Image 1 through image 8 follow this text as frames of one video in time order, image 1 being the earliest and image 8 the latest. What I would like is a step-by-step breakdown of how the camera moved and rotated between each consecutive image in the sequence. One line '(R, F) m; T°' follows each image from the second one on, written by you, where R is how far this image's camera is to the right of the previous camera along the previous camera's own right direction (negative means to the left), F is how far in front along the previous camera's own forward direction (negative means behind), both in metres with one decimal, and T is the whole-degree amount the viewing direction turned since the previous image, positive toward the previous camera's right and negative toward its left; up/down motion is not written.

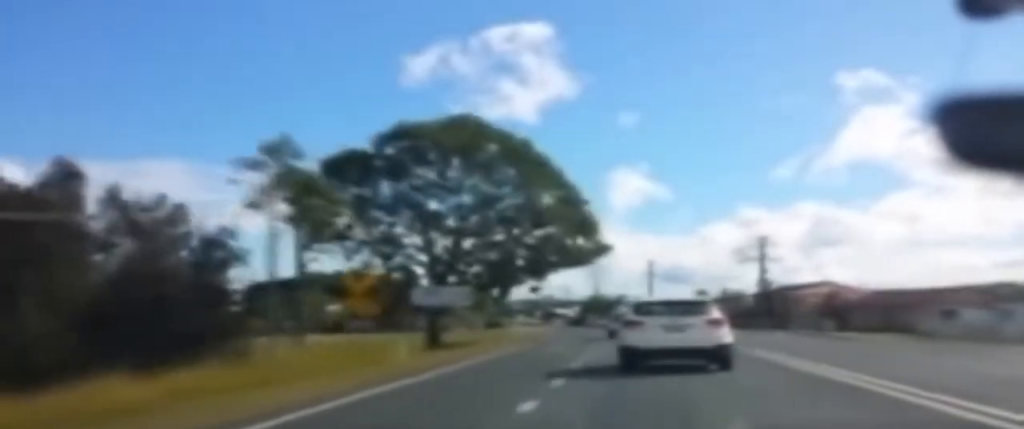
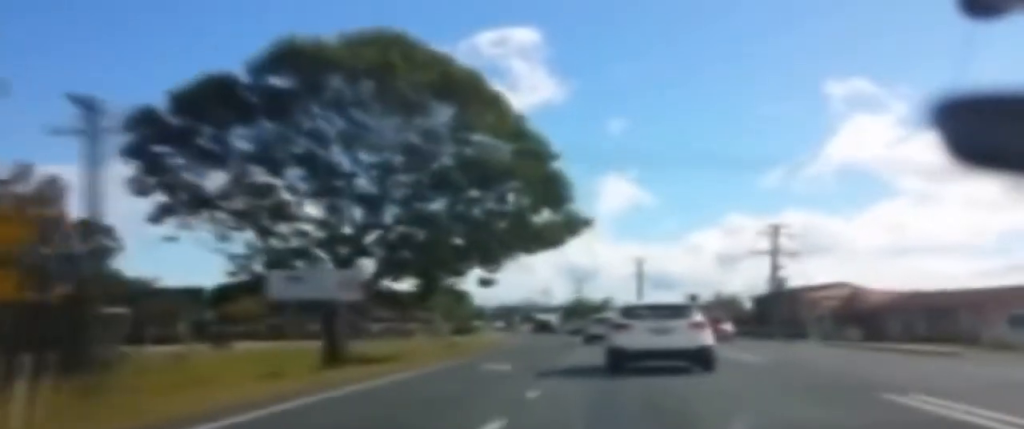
(-0.1, +14.4) m; -1°
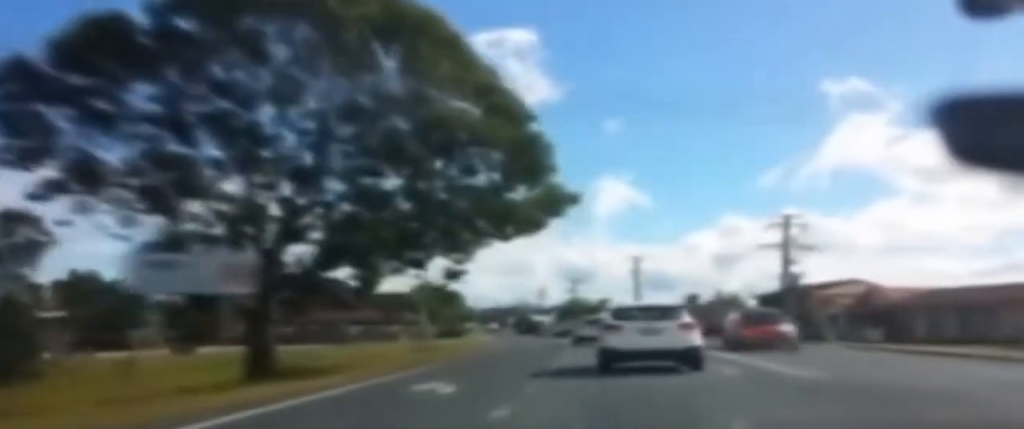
(-0.1, +6.8) m; 0°
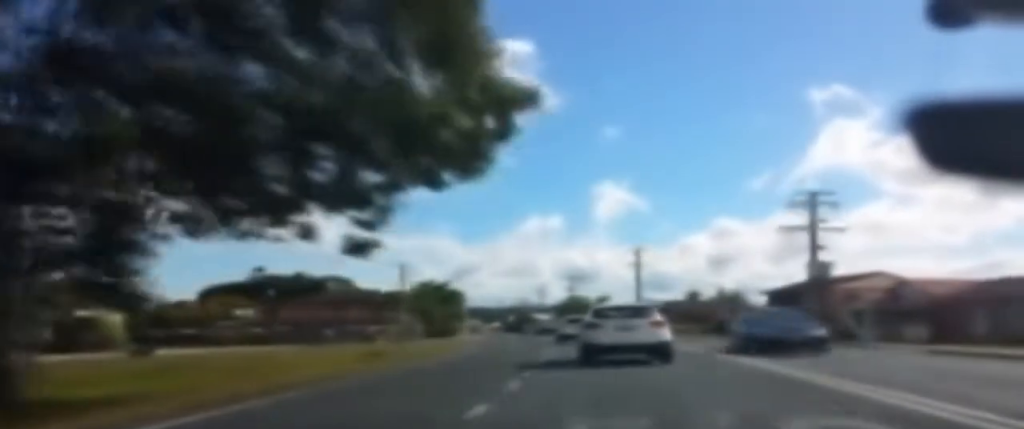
(+0.2, +13.1) m; +1°
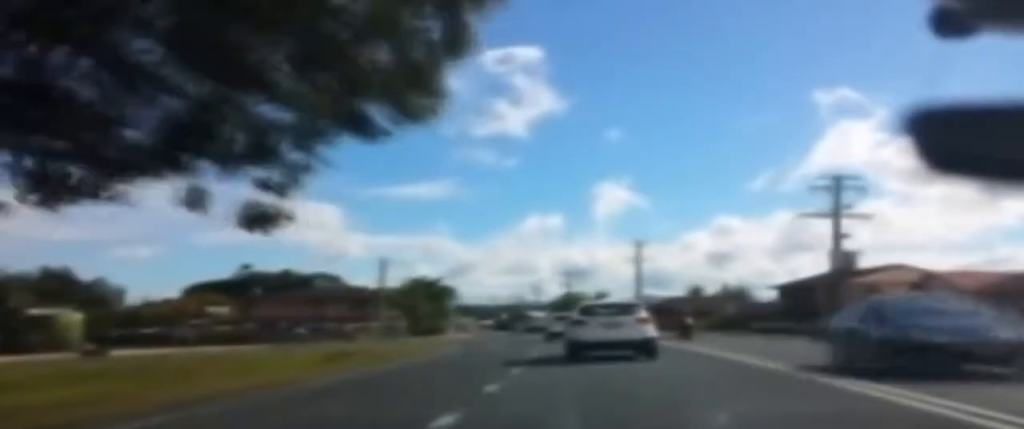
(+0.1, +5.4) m; 0°
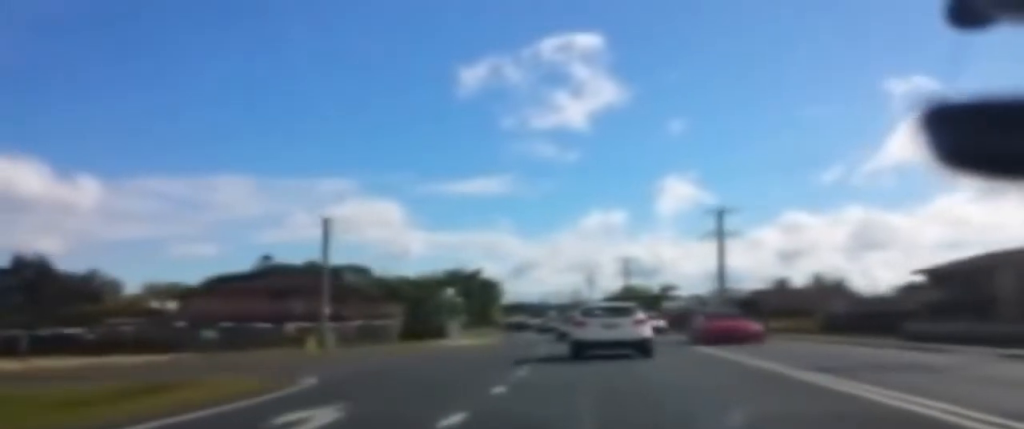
(-0.2, +24.7) m; -2°
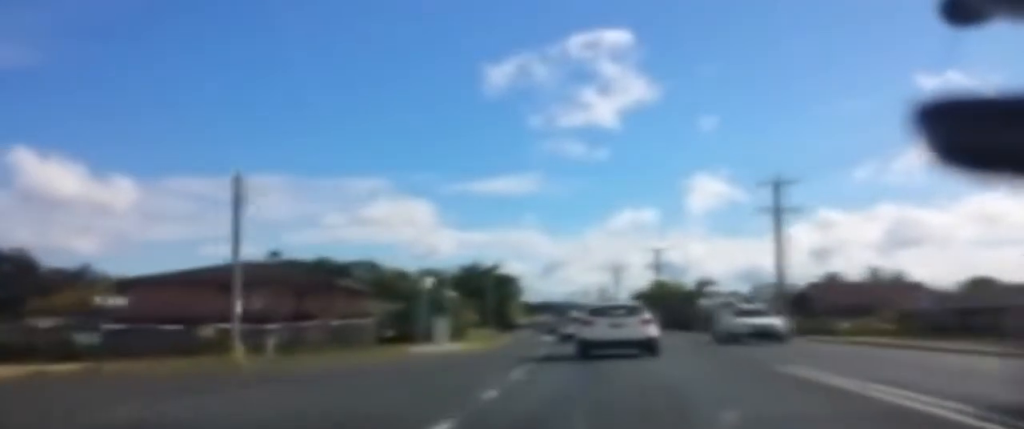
(-0.4, +13.2) m; -3°
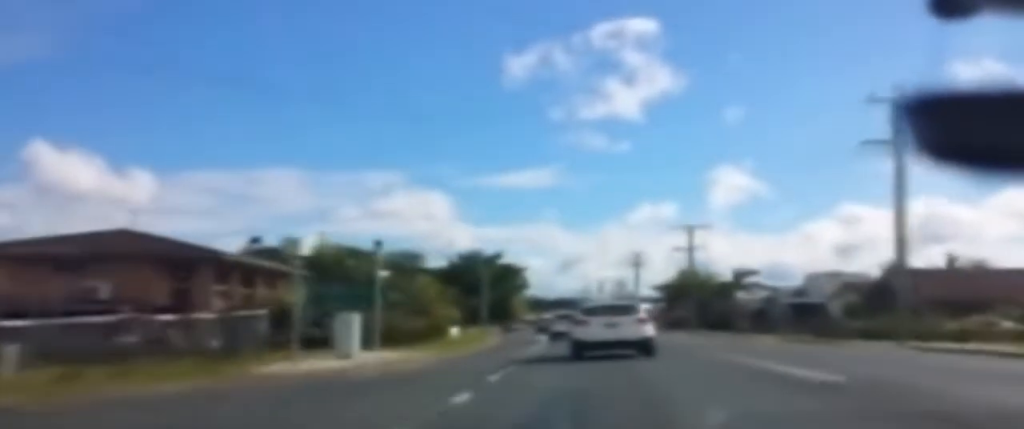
(-0.4, +17.7) m; -3°
